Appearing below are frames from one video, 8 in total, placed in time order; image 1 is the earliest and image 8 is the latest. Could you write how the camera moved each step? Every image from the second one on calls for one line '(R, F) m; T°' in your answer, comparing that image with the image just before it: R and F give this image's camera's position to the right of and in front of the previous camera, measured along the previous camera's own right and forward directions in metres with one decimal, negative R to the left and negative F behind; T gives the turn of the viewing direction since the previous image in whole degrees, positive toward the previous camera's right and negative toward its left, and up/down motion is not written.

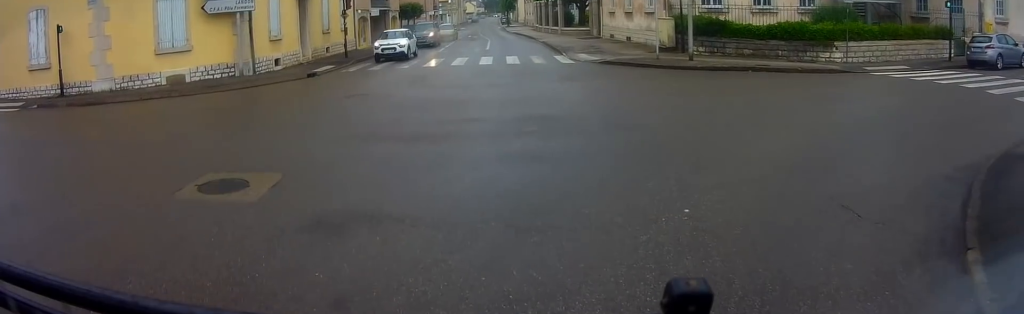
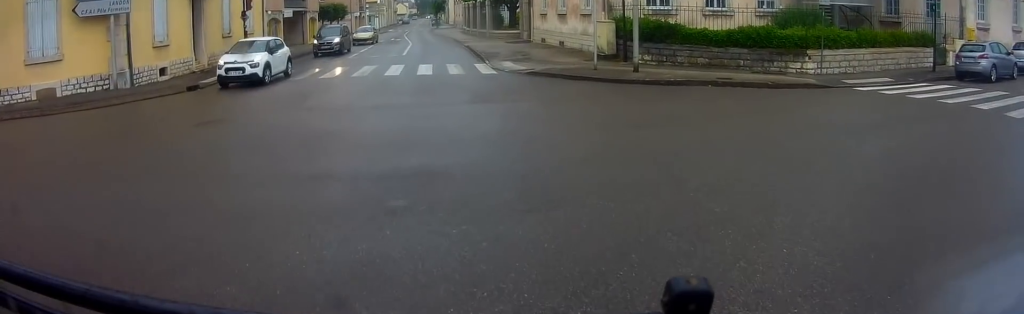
(0.0, +3.6) m; +3°
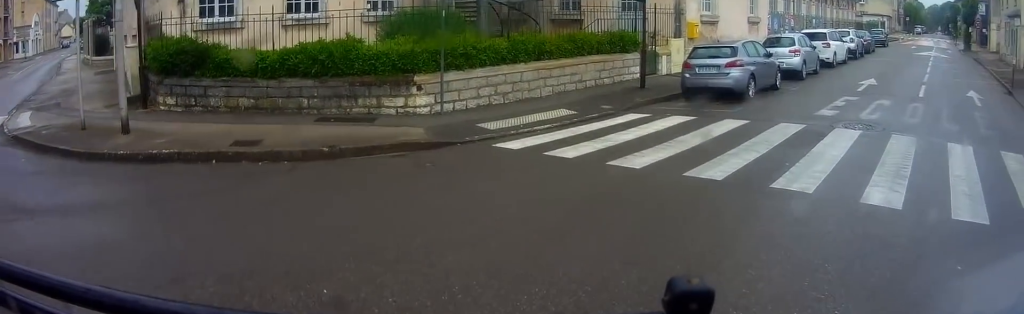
(+1.7, +7.1) m; +39°
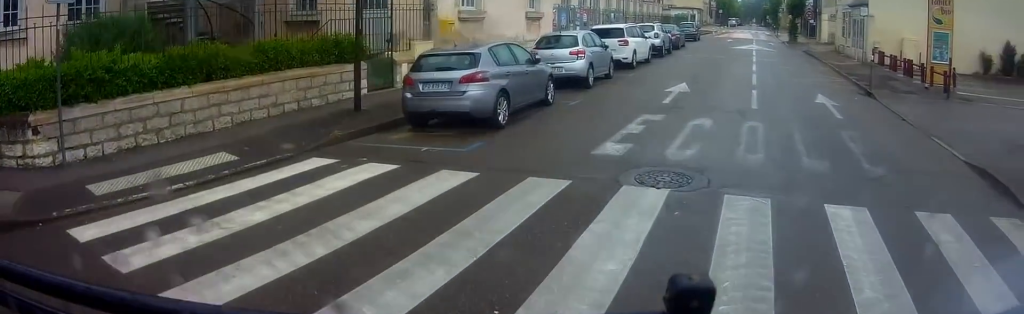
(+0.9, +3.1) m; +24°
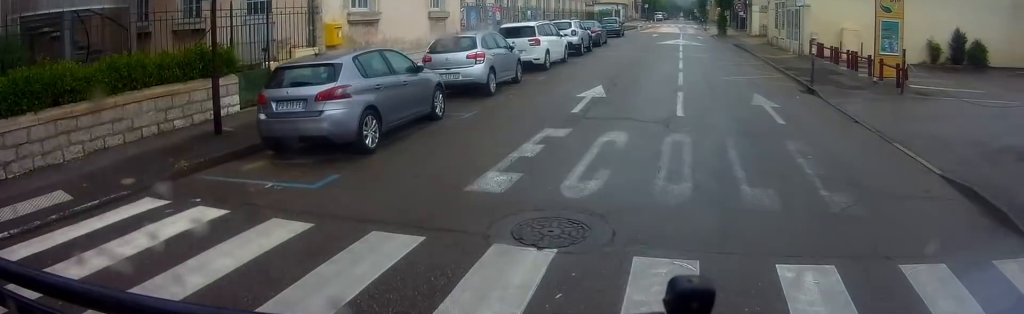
(+0.4, +1.5) m; +7°
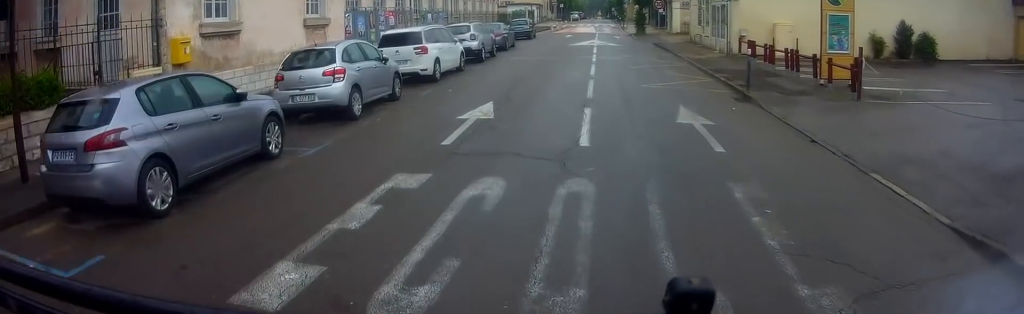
(-0.1, +2.3) m; +2°
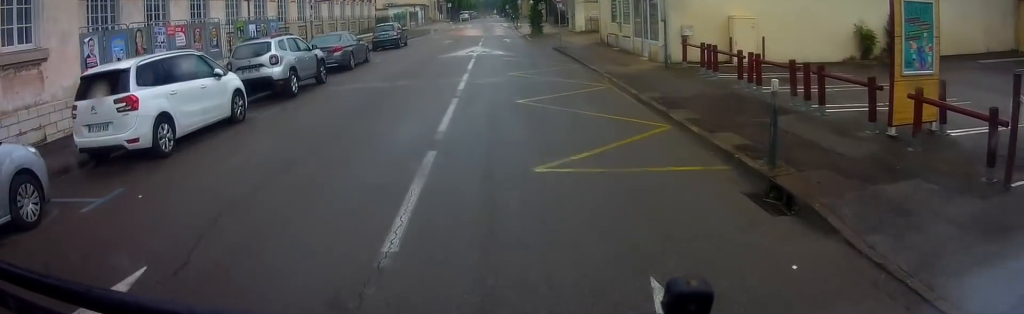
(+0.4, +6.7) m; +13°
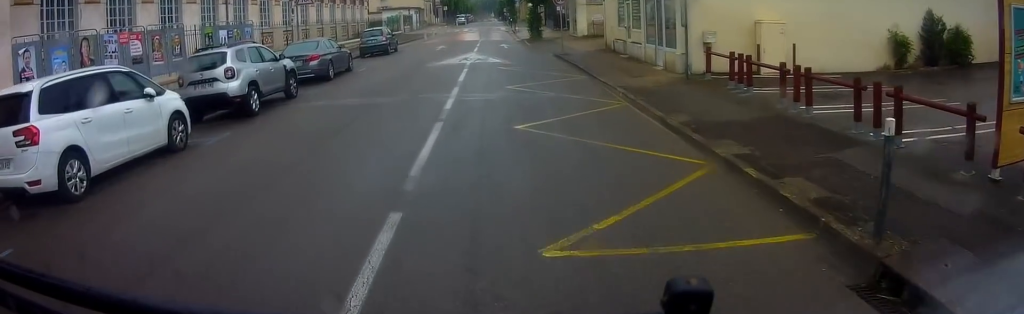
(+0.1, +1.9) m; 0°
